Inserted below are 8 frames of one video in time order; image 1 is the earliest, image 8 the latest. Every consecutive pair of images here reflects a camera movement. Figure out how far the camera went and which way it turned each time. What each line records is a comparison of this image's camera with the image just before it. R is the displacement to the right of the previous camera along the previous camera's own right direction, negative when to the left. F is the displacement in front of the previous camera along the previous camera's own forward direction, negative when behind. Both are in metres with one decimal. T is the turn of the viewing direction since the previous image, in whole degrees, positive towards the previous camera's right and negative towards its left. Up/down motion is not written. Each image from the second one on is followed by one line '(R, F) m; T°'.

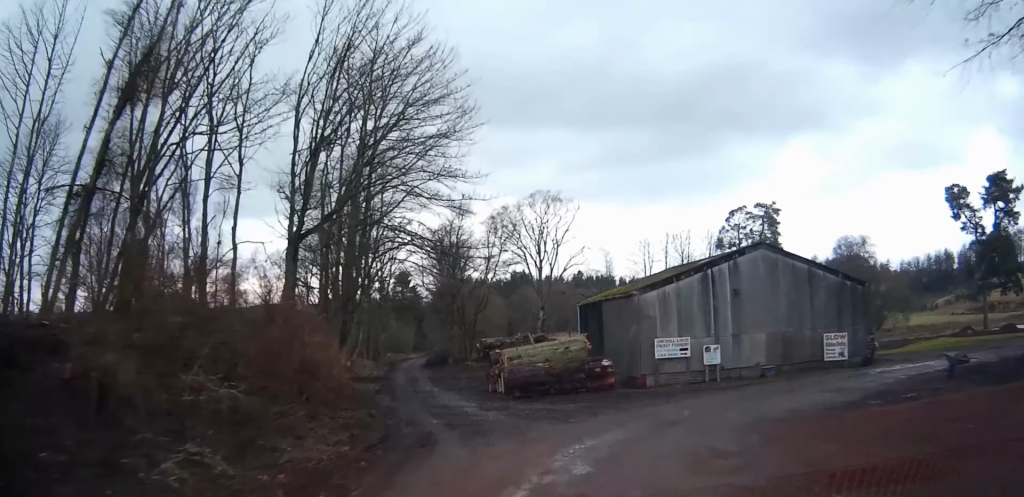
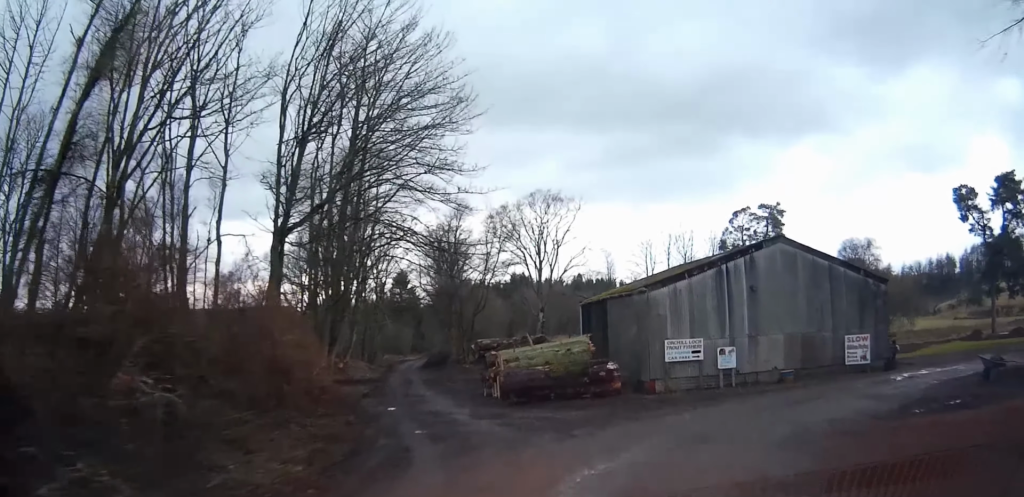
(0.0, +1.9) m; -2°
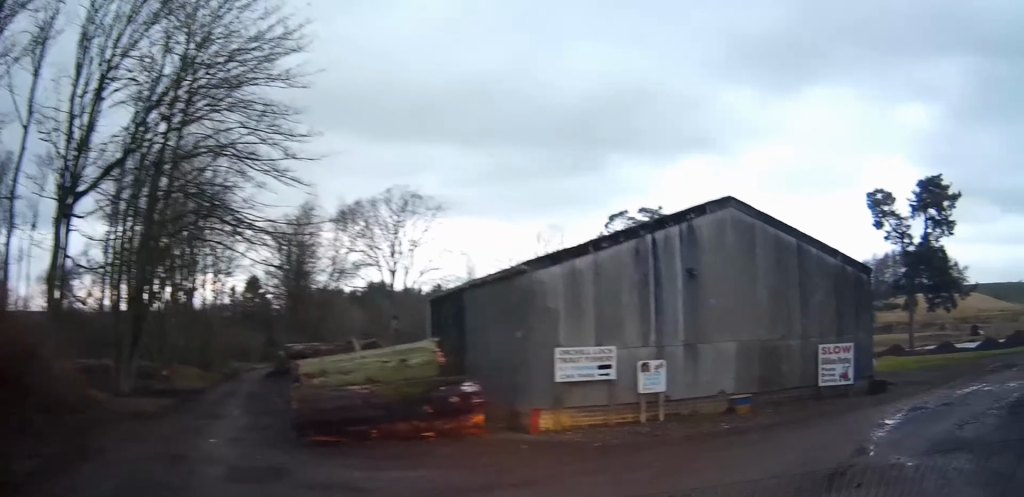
(+0.6, +7.4) m; +18°
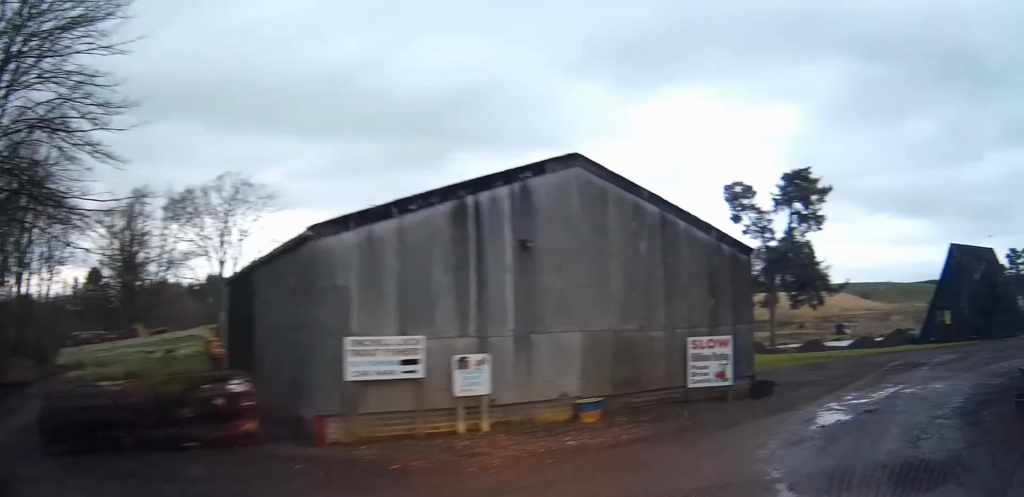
(+0.3, +2.8) m; +14°
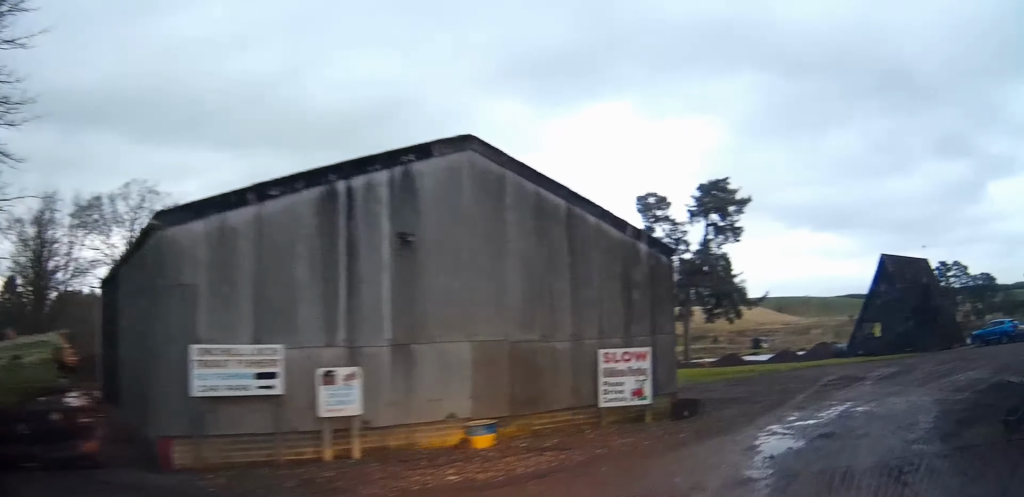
(+0.1, +1.7) m; +8°
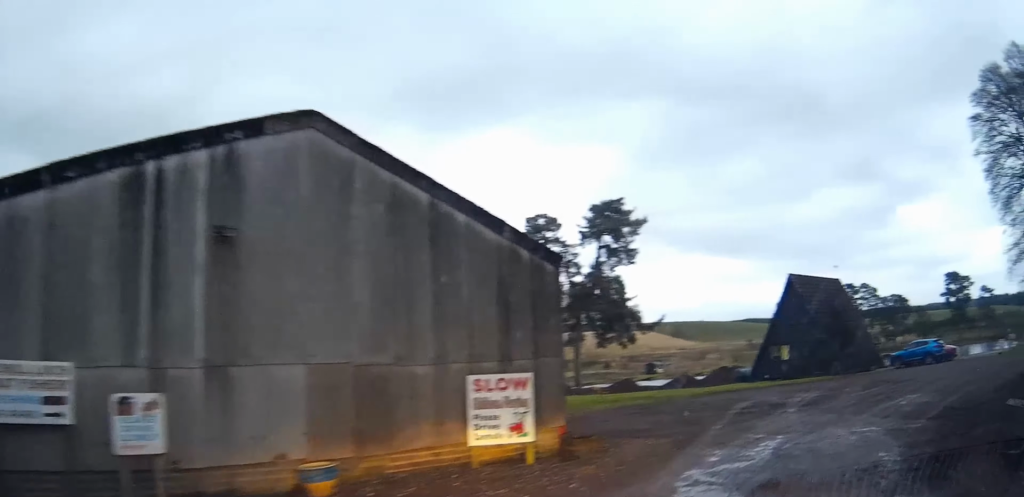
(+0.2, +2.2) m; +6°
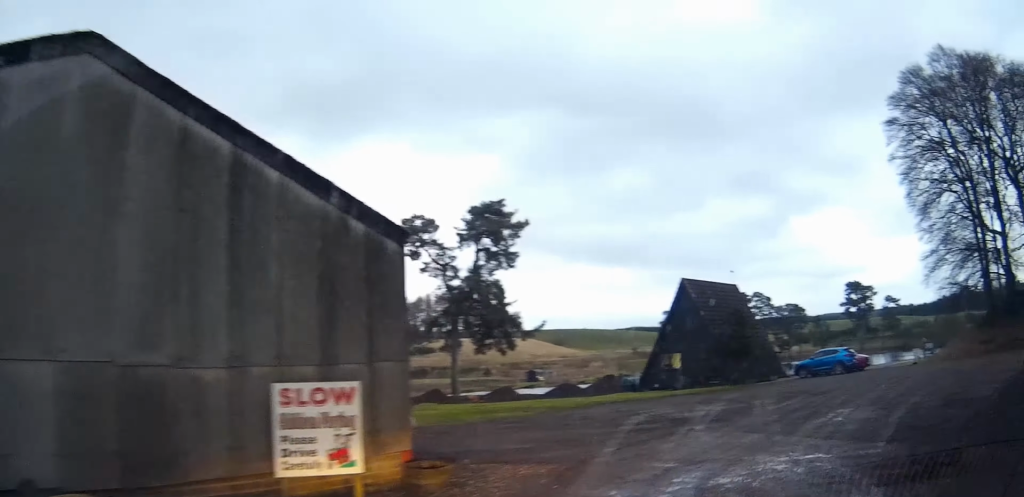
(+0.2, +2.7) m; +5°
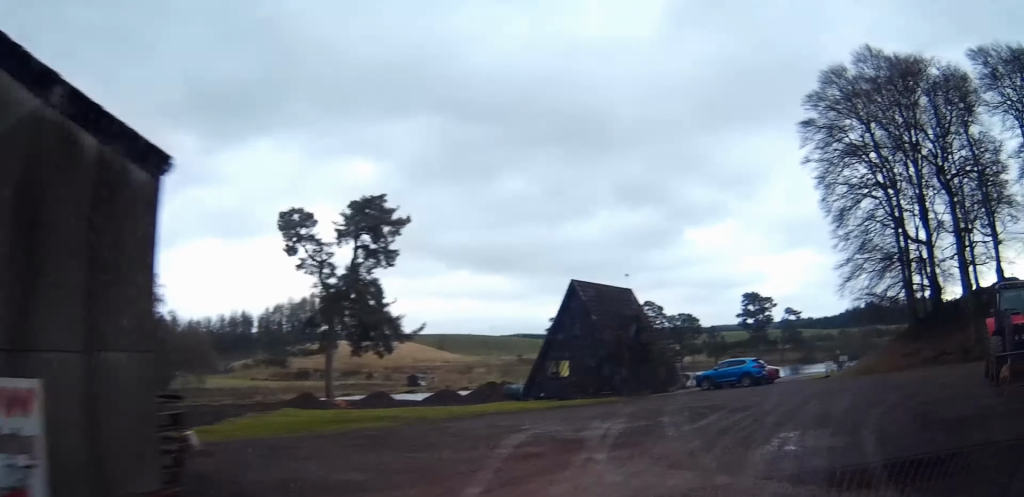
(+0.2, +3.7) m; +7°
